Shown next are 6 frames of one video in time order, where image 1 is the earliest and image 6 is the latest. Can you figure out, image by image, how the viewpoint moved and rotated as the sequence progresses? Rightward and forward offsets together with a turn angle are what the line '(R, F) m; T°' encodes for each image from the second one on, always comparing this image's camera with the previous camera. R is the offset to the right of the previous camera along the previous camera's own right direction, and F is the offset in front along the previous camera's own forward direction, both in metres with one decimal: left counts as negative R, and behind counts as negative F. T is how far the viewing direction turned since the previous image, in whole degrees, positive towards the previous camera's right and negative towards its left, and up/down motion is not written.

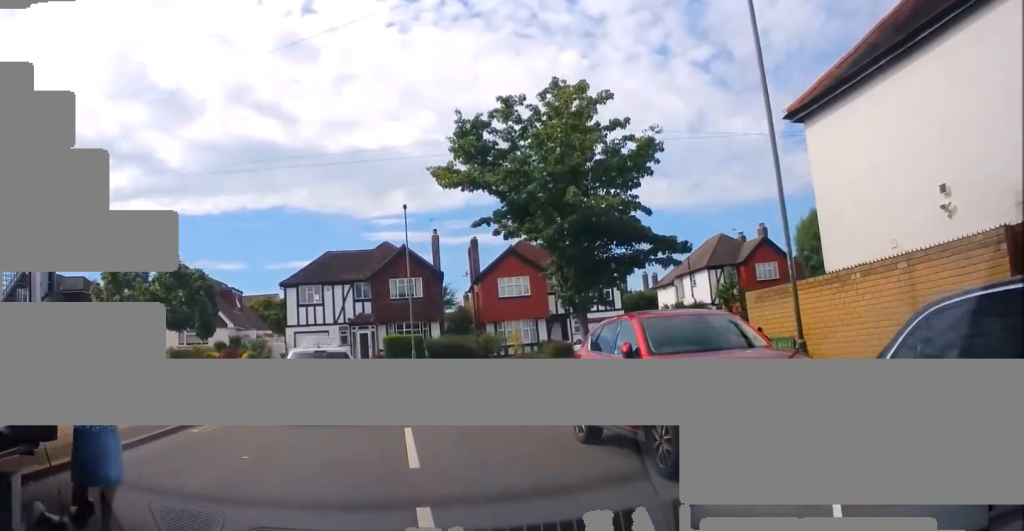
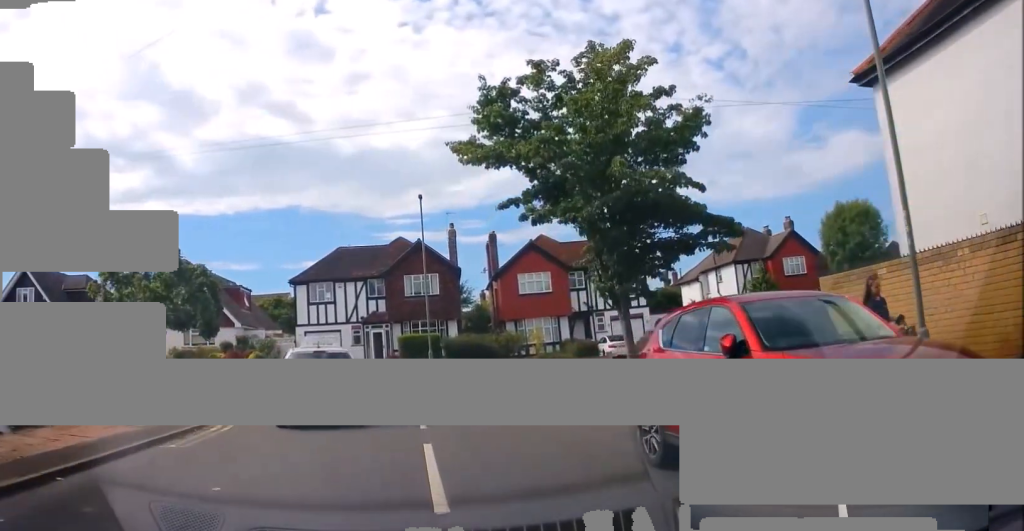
(-0.1, +2.1) m; 0°
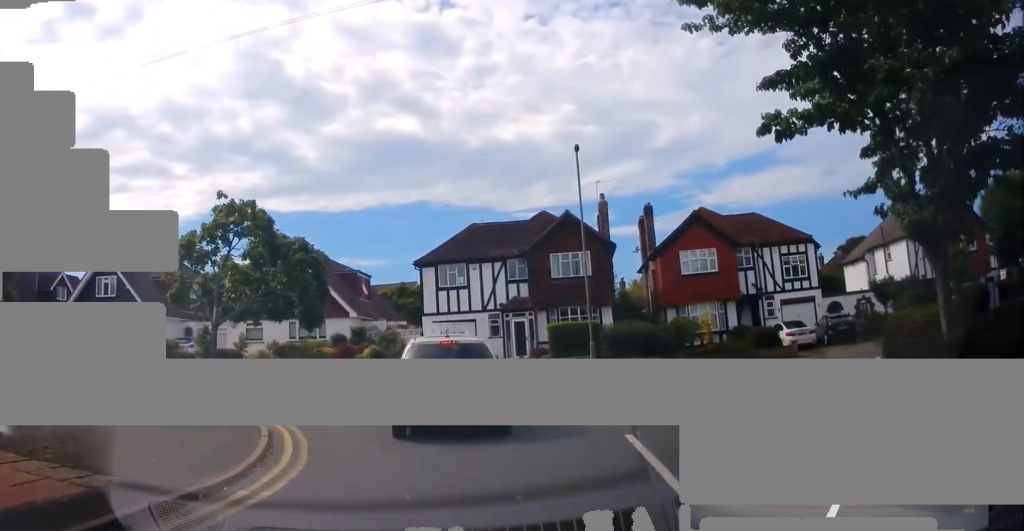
(-0.3, +6.6) m; -10°
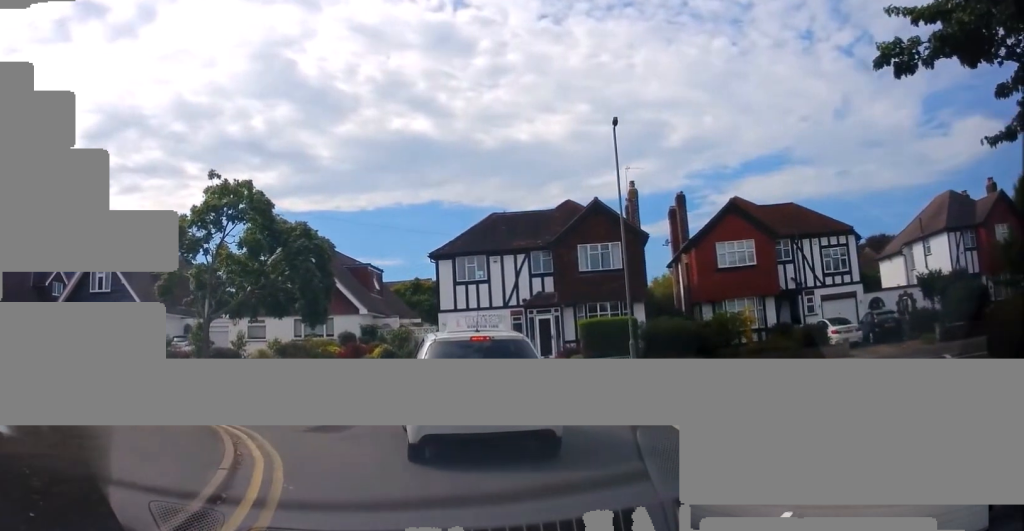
(+0.1, +2.5) m; +4°
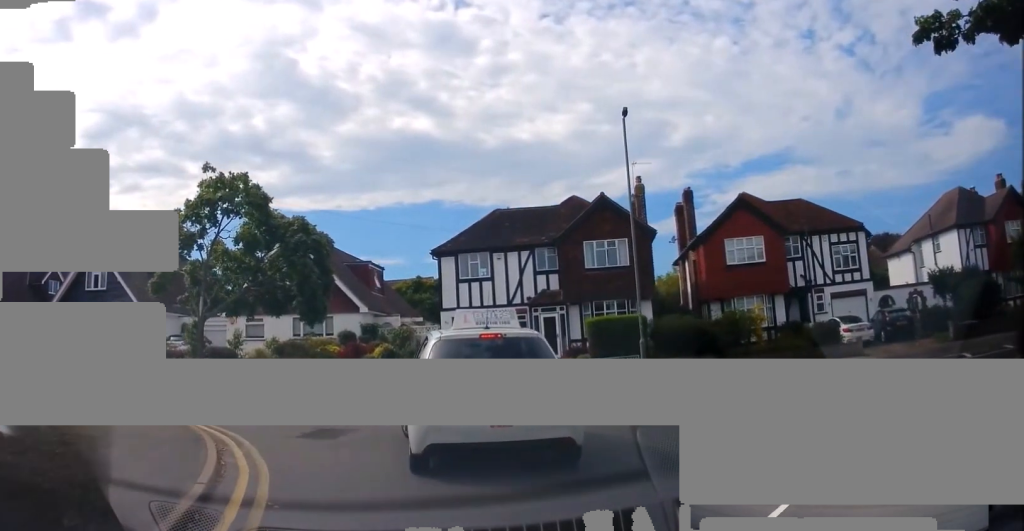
(0.0, +0.8) m; 0°
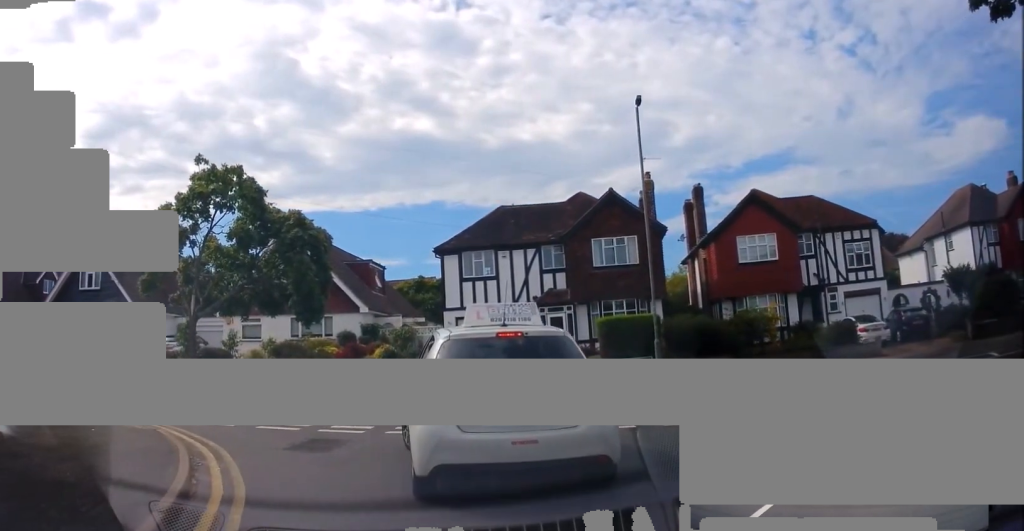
(0.0, +0.9) m; 0°
